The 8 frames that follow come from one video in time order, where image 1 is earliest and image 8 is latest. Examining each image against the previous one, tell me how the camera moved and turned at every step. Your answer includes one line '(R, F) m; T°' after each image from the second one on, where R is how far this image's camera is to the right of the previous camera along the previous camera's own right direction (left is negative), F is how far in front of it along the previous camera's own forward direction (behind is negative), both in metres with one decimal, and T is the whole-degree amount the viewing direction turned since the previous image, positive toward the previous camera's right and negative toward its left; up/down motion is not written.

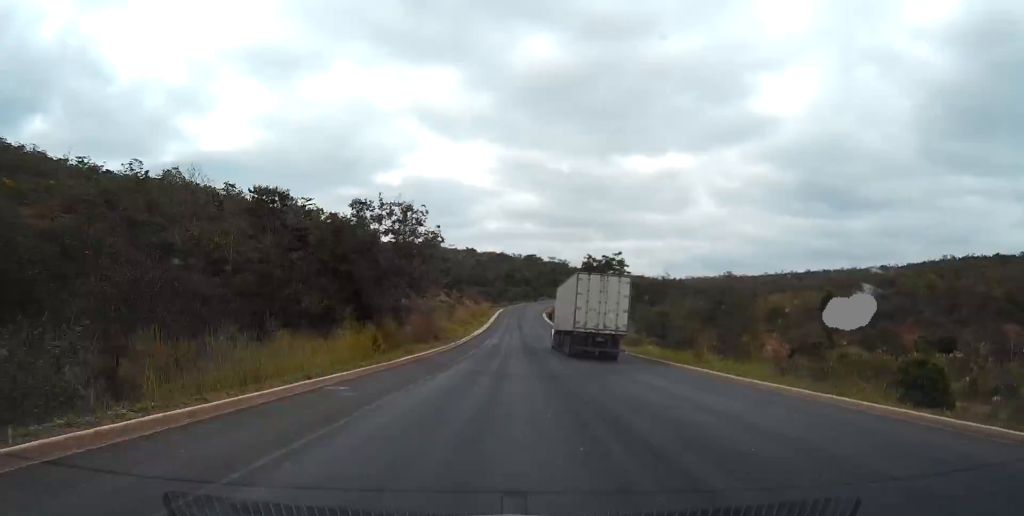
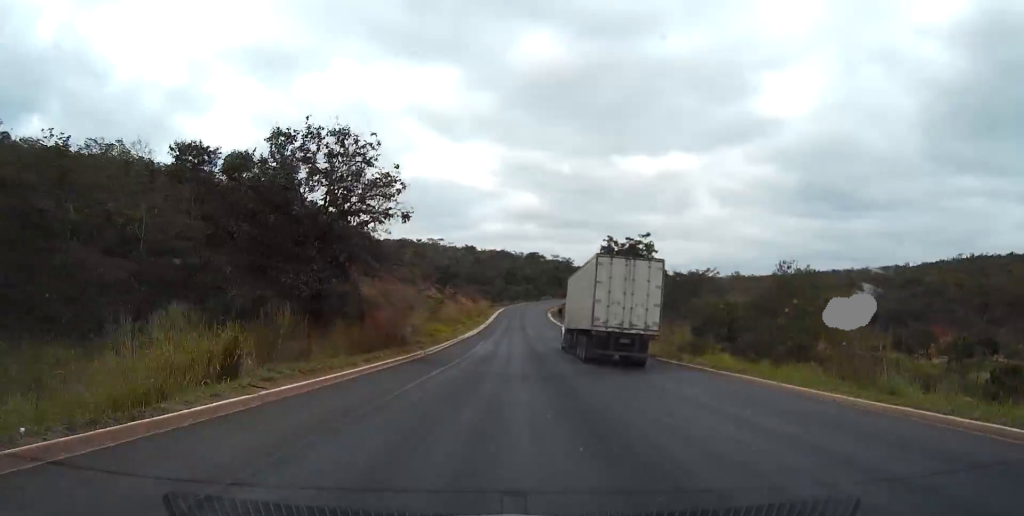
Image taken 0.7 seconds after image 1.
(0.0, +20.4) m; 0°
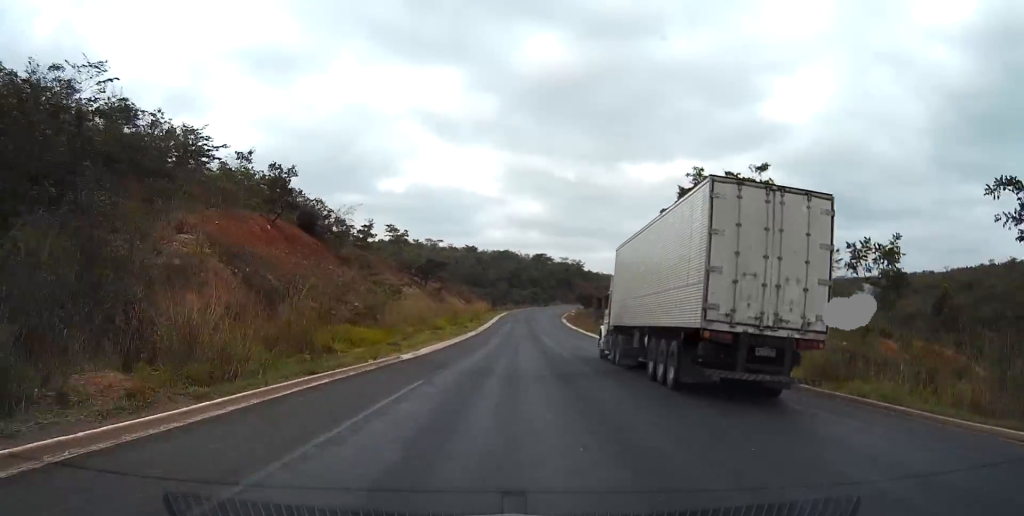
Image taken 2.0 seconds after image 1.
(0.0, +37.9) m; 0°
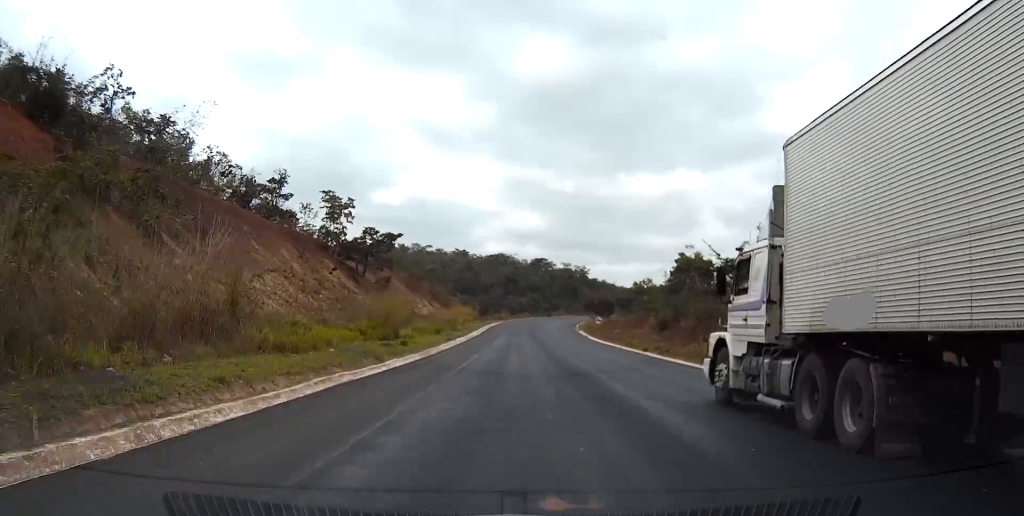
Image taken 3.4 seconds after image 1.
(+0.2, +43.0) m; 0°
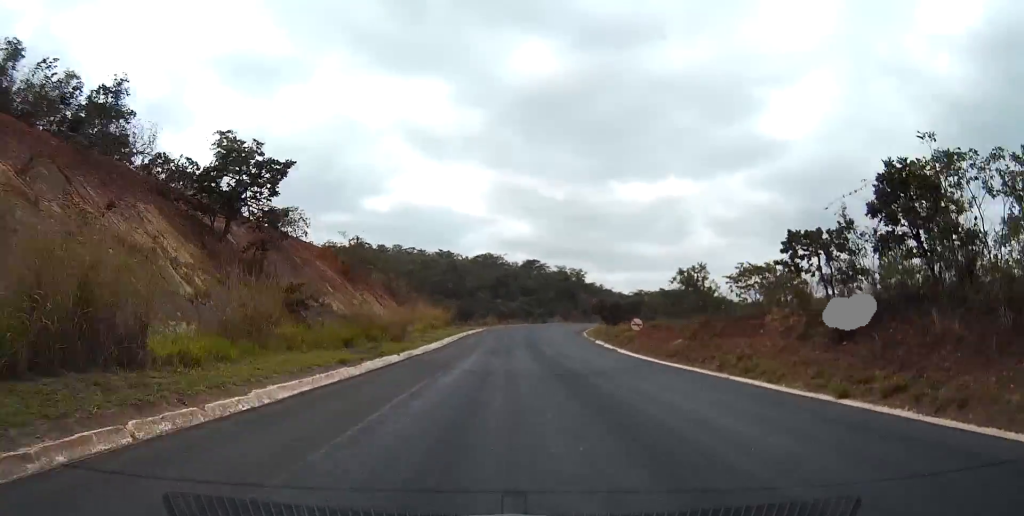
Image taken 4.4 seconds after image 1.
(-0.1, +31.3) m; +1°
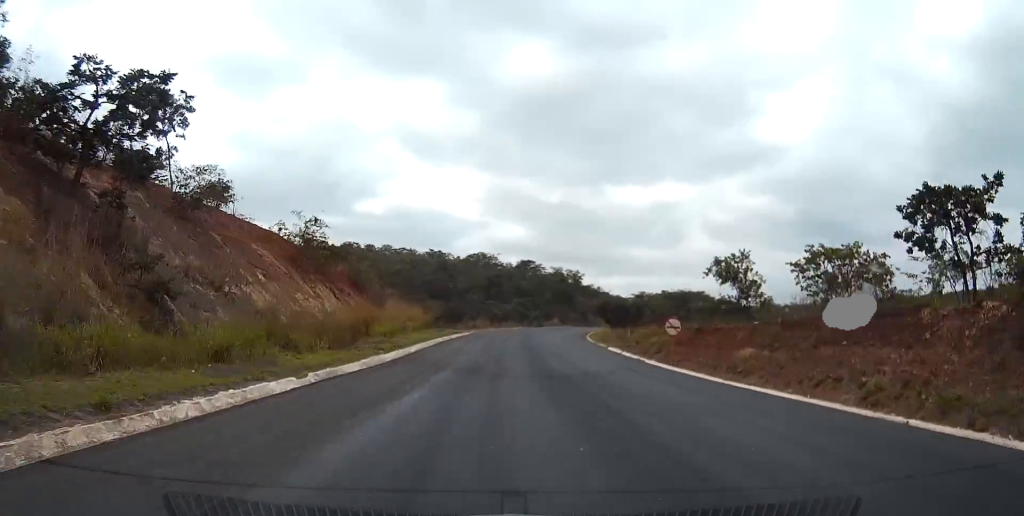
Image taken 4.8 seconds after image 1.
(+0.2, +13.7) m; +1°
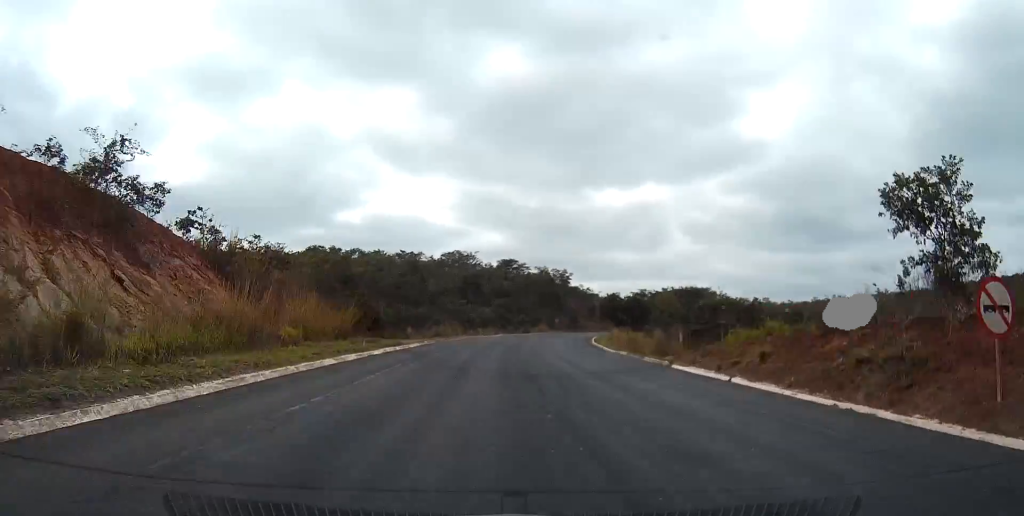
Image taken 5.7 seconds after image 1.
(+0.4, +28.5) m; +2°
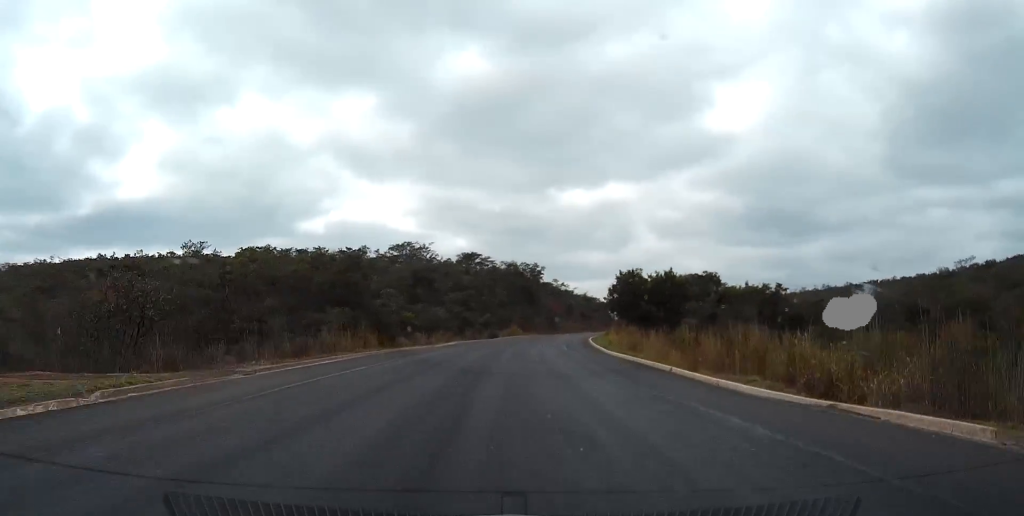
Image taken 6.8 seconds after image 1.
(+0.6, +36.2) m; +2°
